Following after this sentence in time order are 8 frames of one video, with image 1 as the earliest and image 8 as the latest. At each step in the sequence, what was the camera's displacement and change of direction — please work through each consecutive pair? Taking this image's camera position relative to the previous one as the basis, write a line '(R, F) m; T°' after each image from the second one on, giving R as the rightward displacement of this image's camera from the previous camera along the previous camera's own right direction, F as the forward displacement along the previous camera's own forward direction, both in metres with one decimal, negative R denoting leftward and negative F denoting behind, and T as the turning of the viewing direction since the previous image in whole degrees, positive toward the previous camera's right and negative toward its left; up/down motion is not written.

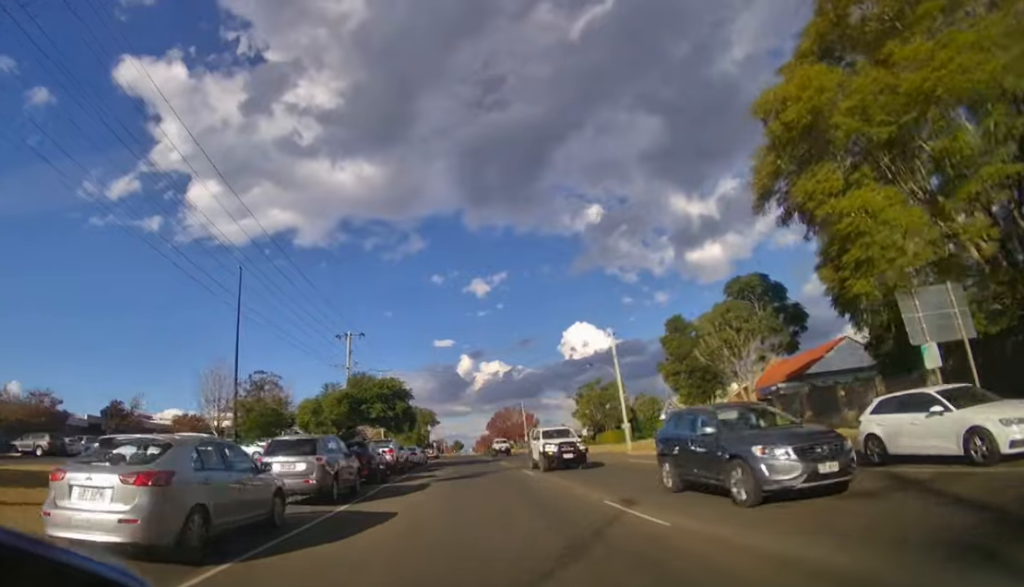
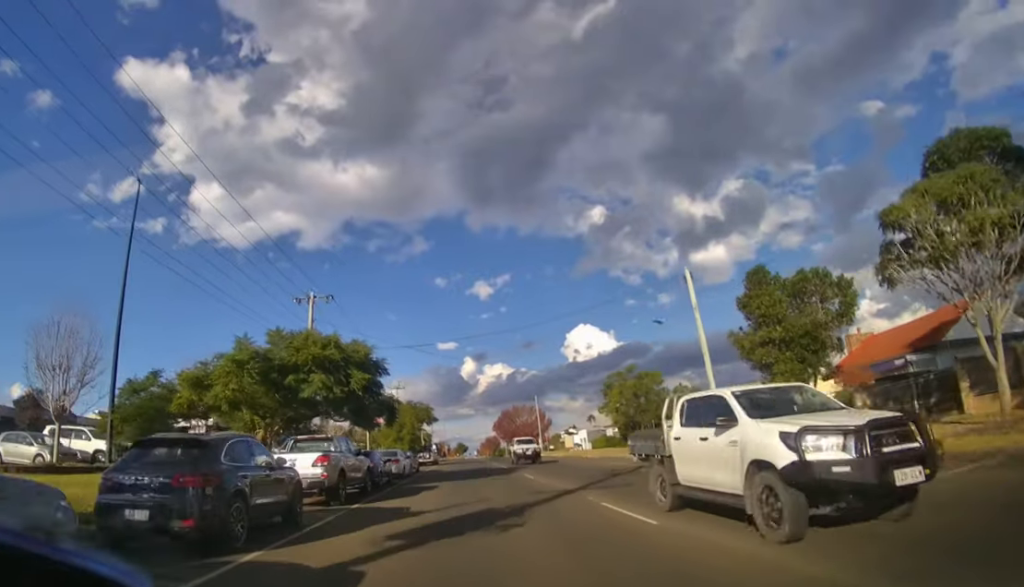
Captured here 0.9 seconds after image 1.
(0.0, +11.7) m; 0°
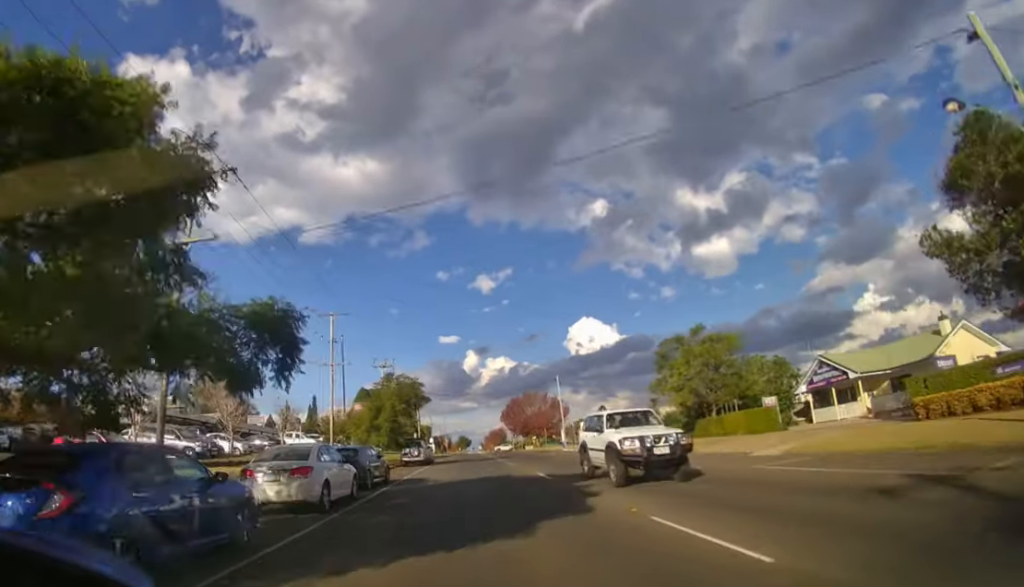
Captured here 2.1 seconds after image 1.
(+0.1, +14.7) m; +1°
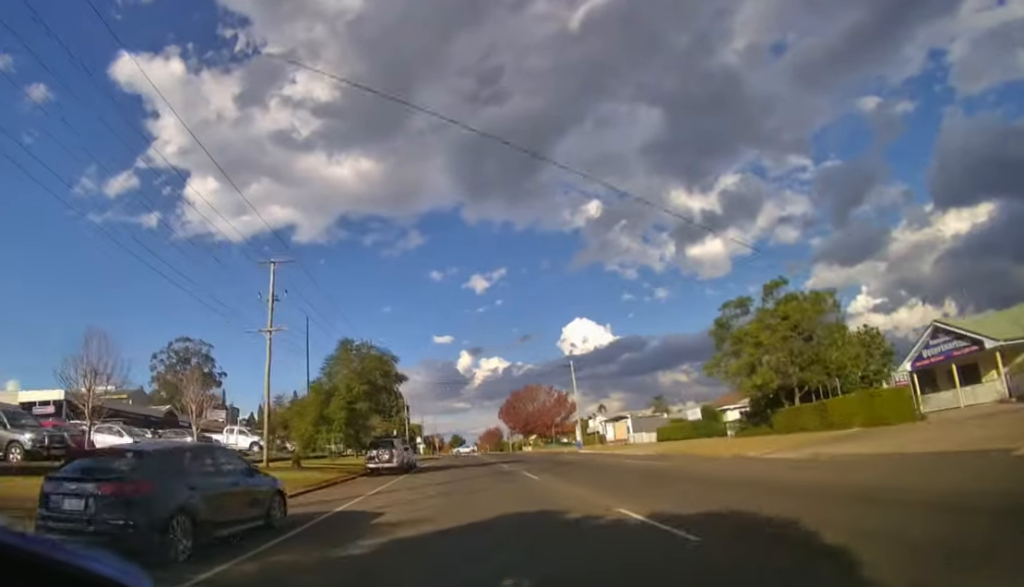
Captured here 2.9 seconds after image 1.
(+0.1, +11.6) m; +1°
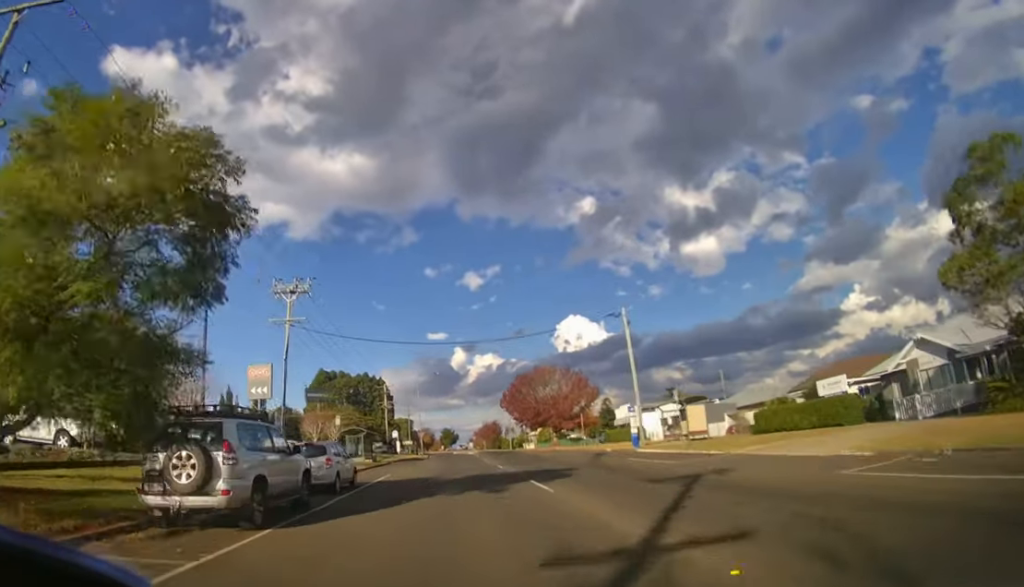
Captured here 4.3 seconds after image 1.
(+0.1, +18.2) m; 0°
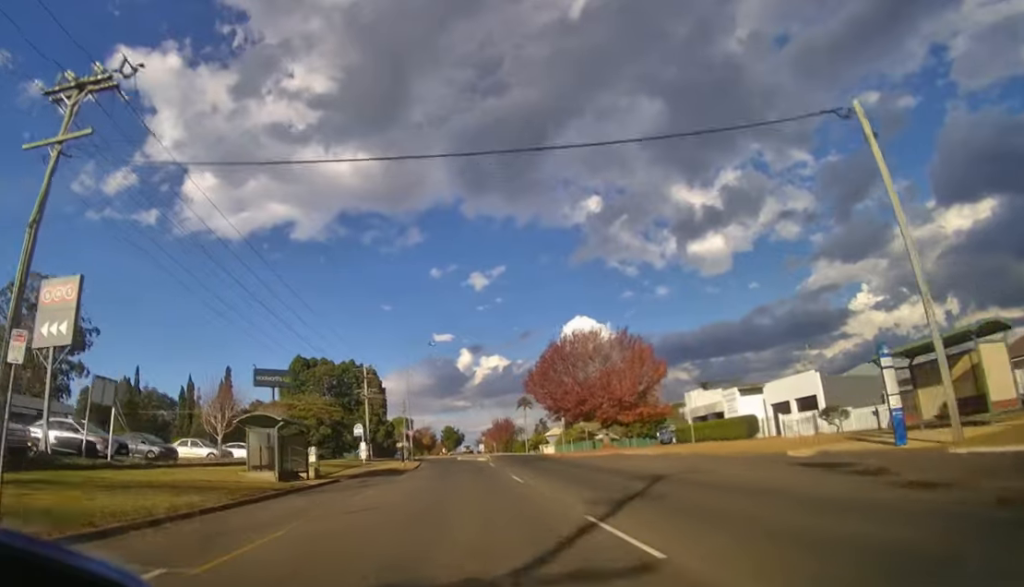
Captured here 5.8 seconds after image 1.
(-0.1, +21.9) m; 0°
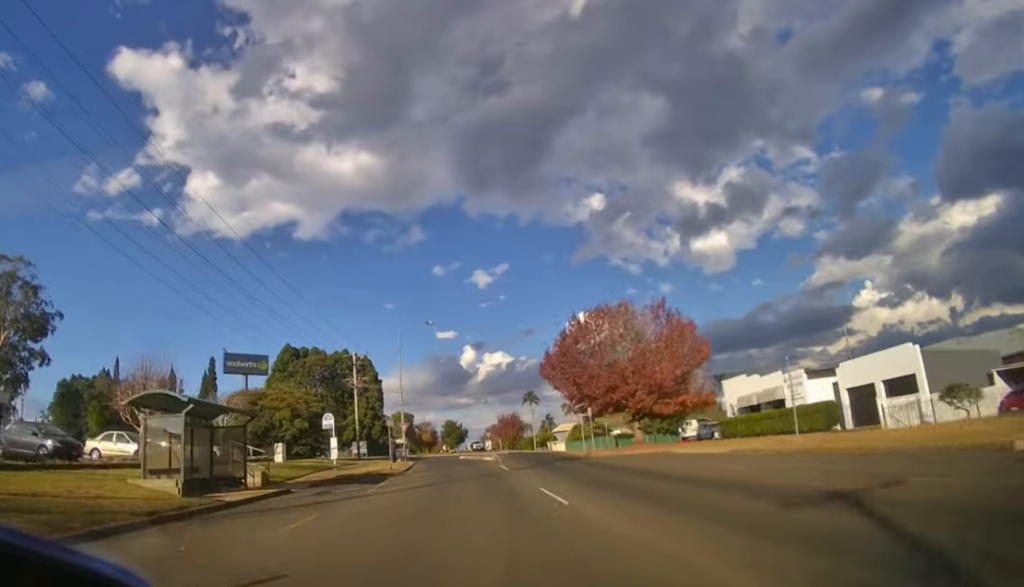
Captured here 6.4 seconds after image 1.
(0.0, +8.6) m; 0°
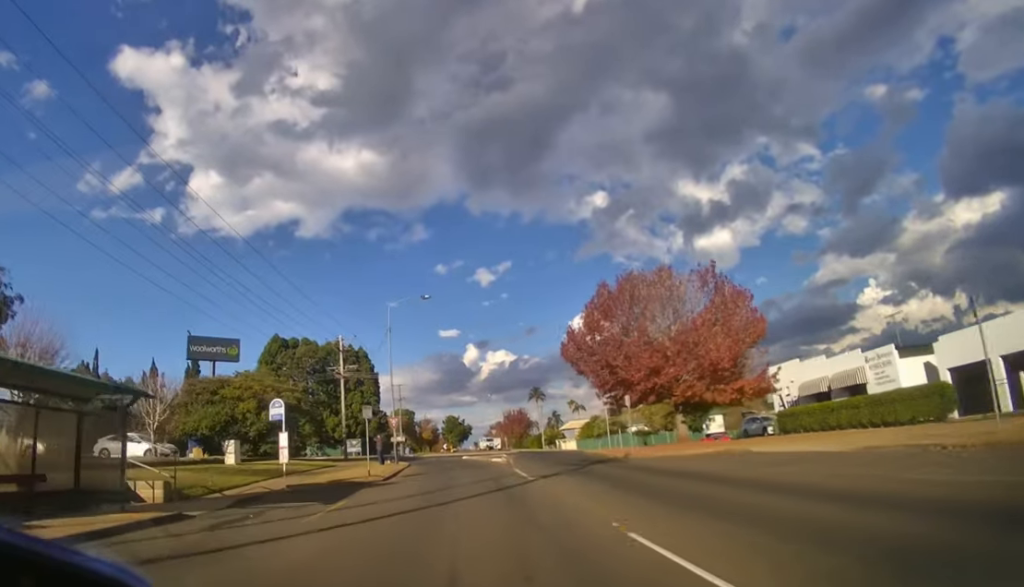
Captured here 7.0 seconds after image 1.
(0.0, +6.9) m; 0°
